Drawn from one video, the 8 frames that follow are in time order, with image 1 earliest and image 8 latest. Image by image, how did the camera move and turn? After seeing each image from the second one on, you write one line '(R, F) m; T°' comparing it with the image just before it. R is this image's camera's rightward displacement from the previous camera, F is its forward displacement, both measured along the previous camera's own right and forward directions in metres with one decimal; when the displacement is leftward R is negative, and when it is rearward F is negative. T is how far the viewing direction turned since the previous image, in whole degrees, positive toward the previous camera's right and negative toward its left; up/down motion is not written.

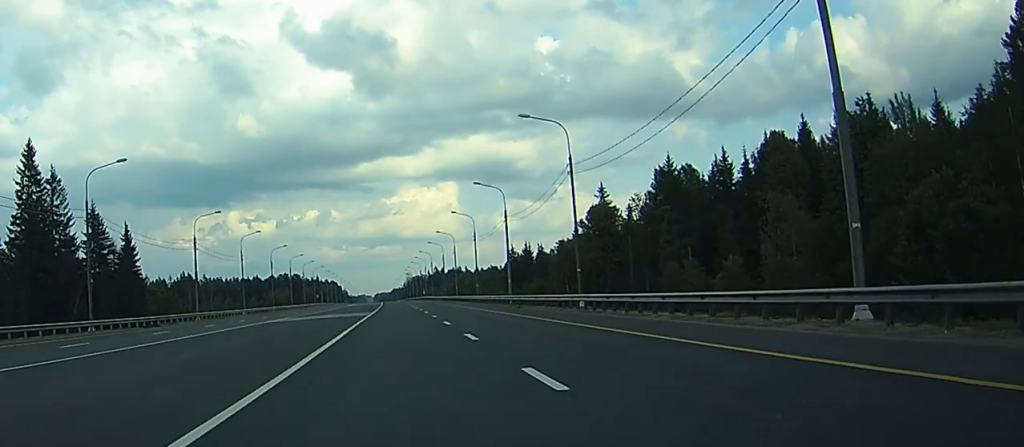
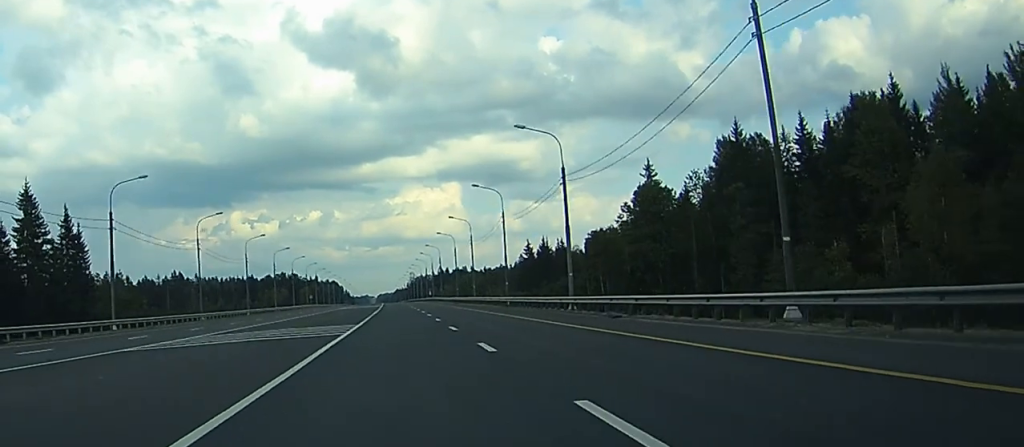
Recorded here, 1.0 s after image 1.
(-0.1, +28.1) m; 0°
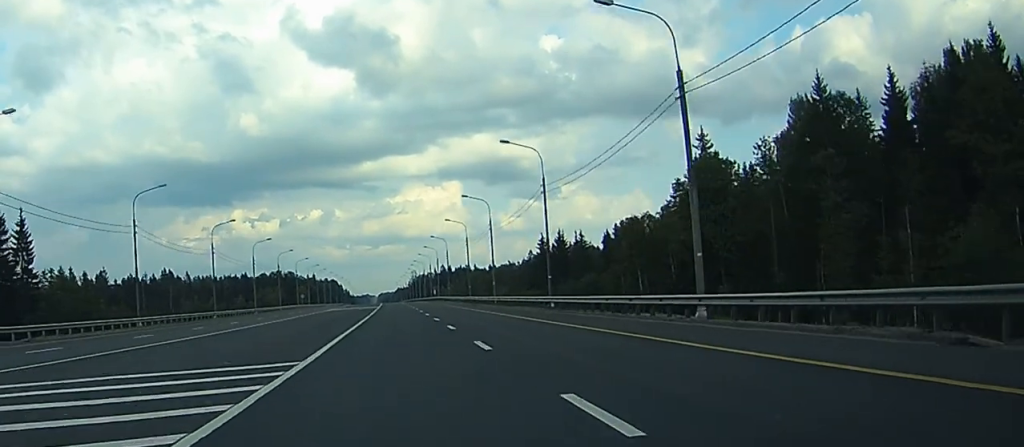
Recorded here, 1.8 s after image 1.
(+0.1, +23.3) m; 0°
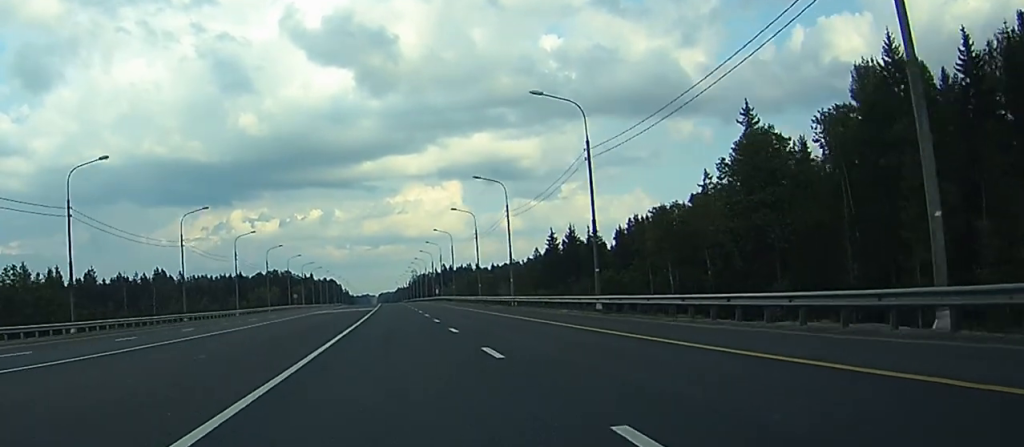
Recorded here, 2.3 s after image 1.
(+0.1, +14.6) m; 0°
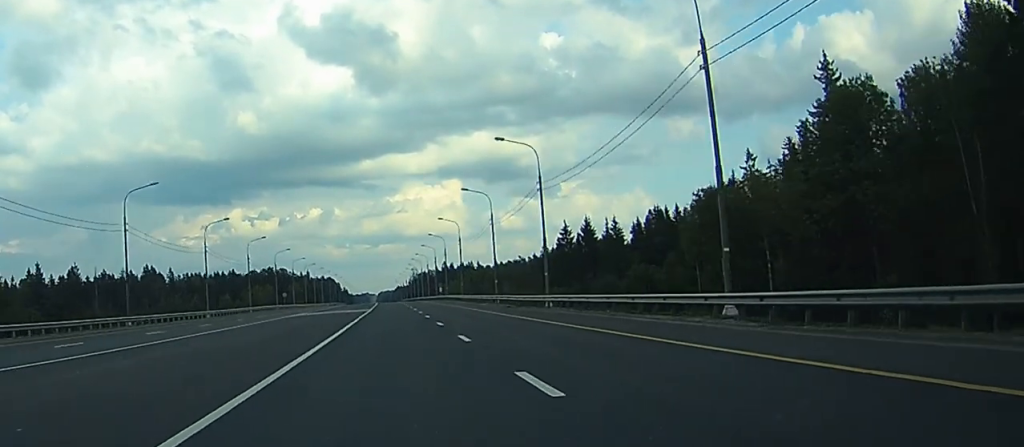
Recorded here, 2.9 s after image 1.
(+0.1, +18.4) m; 0°
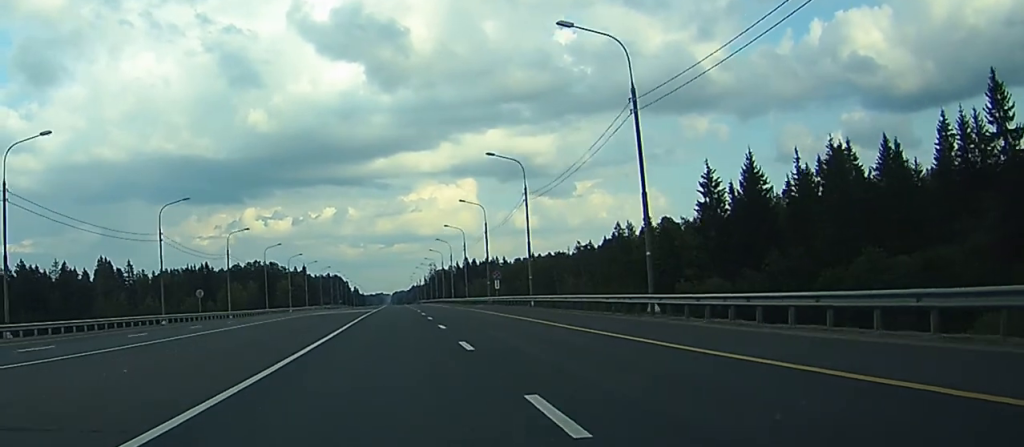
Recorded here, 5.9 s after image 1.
(-1.2, +86.6) m; -2°
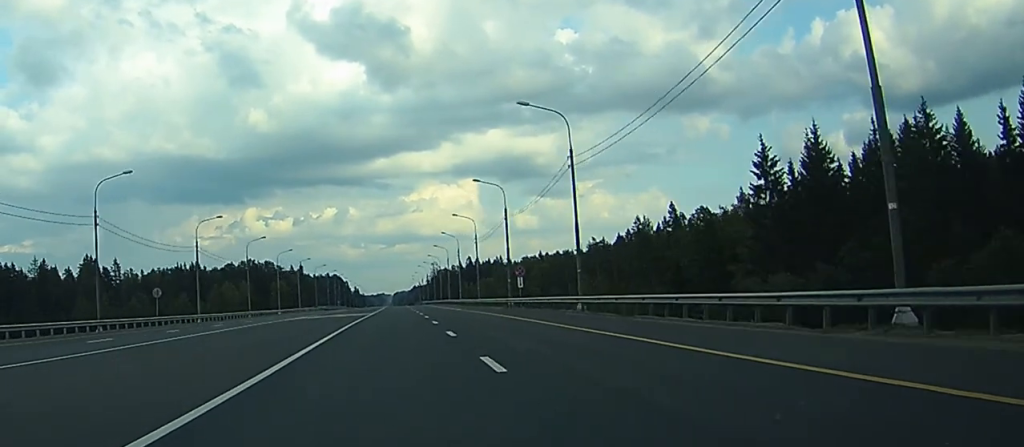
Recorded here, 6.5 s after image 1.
(0.0, +17.6) m; 0°
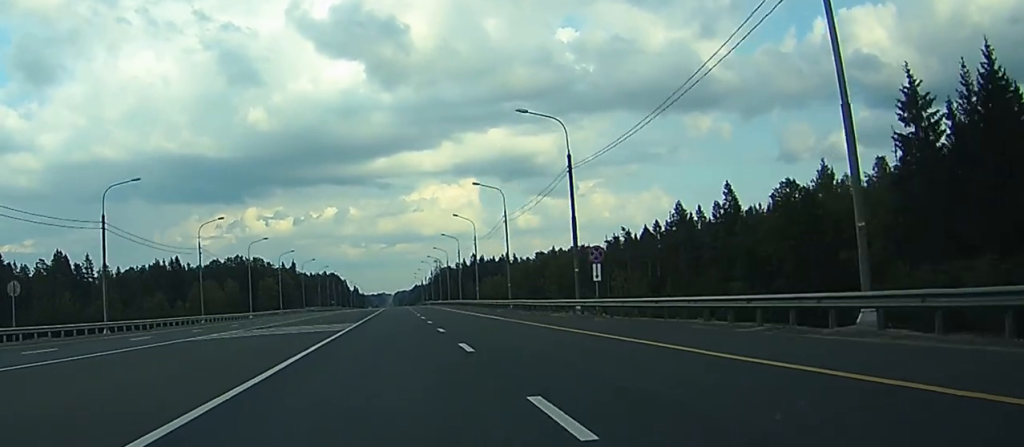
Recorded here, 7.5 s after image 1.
(-0.1, +30.3) m; 0°
